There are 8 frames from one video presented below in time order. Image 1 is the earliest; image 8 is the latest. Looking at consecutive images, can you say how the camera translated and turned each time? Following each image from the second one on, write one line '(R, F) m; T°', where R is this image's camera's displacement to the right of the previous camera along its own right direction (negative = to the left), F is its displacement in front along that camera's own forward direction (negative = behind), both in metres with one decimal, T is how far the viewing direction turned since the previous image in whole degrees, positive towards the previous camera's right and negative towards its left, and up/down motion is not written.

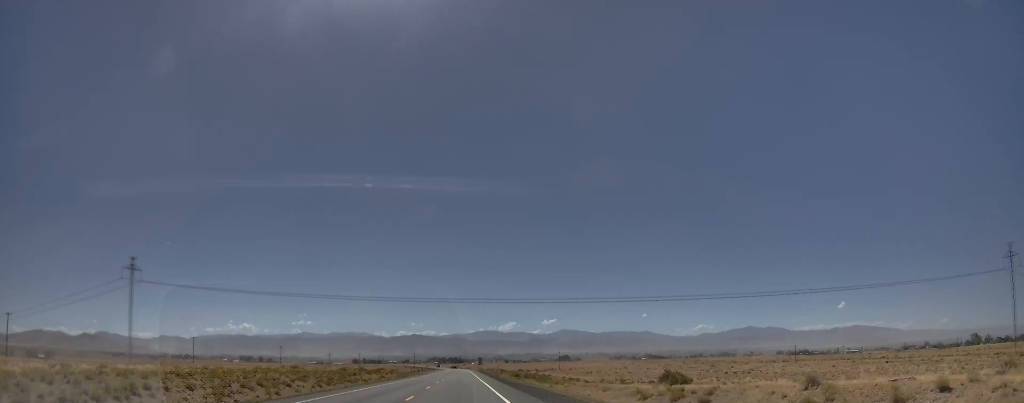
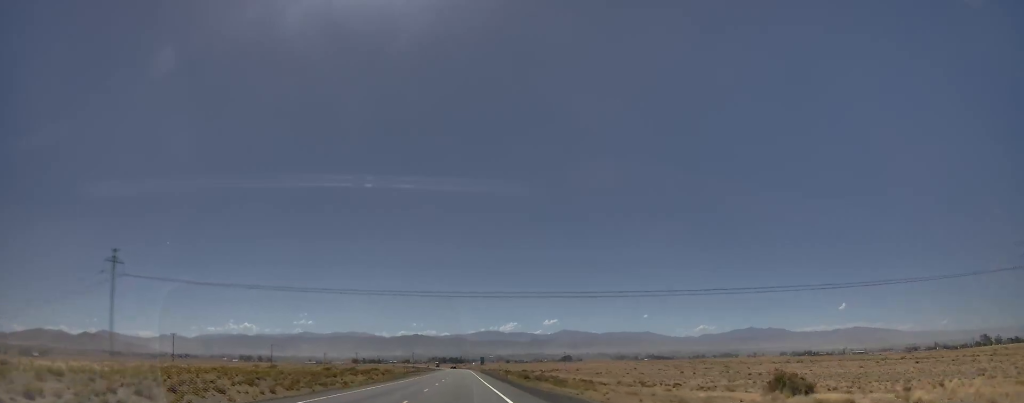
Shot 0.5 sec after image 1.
(+0.1, +13.0) m; 0°
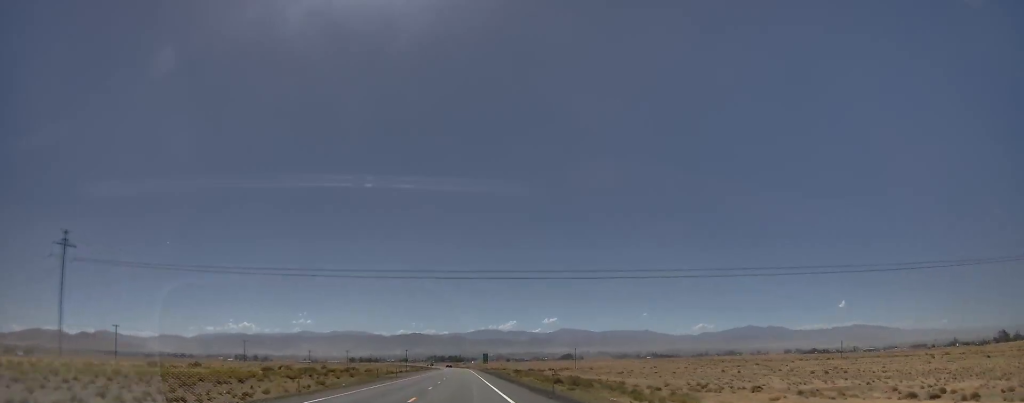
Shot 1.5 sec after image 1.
(-0.2, +28.3) m; -1°
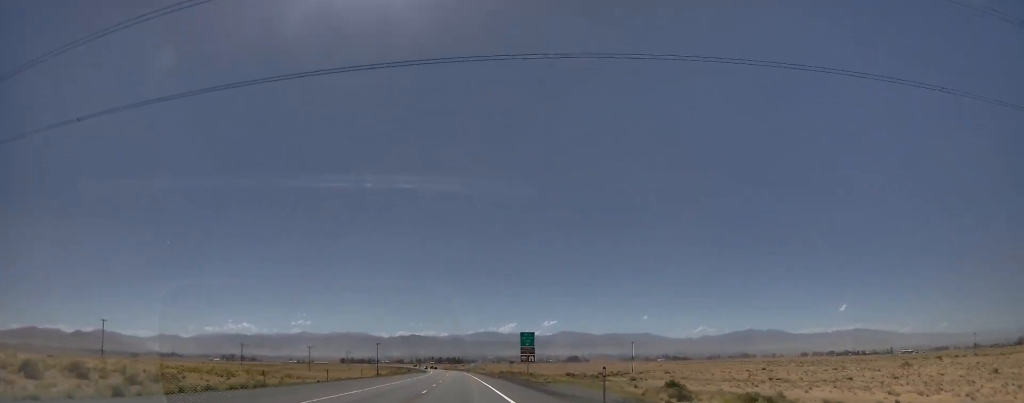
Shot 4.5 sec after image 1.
(-0.2, +100.1) m; +1°
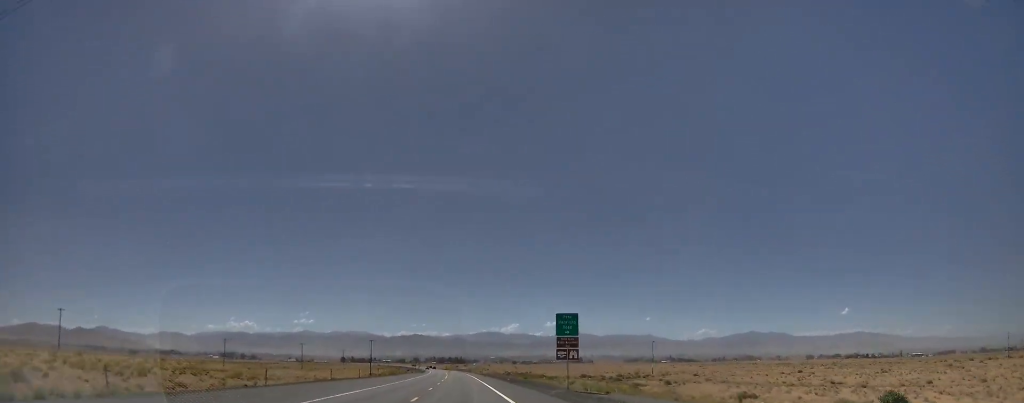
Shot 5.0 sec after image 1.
(+0.3, +21.4) m; 0°
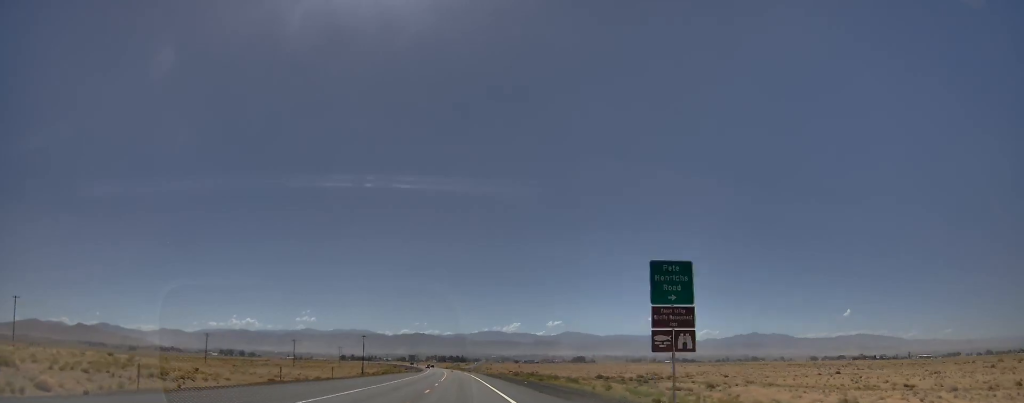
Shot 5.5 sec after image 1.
(0.0, +19.8) m; 0°
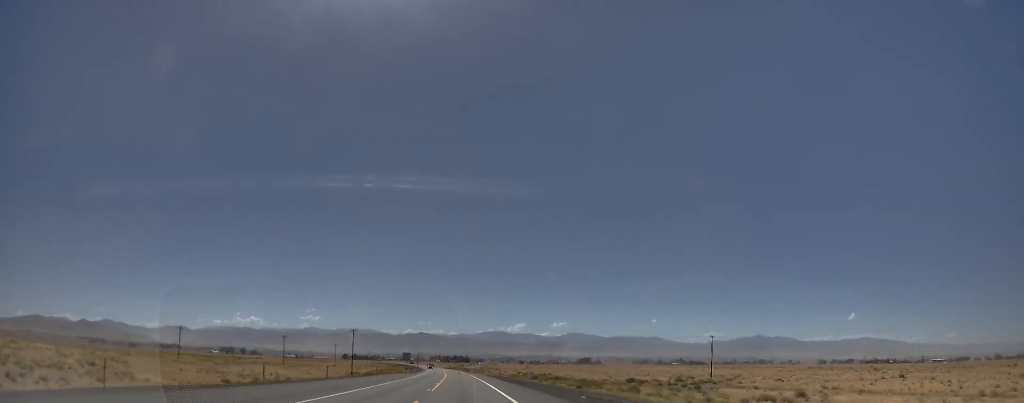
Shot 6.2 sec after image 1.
(-0.4, +27.6) m; 0°
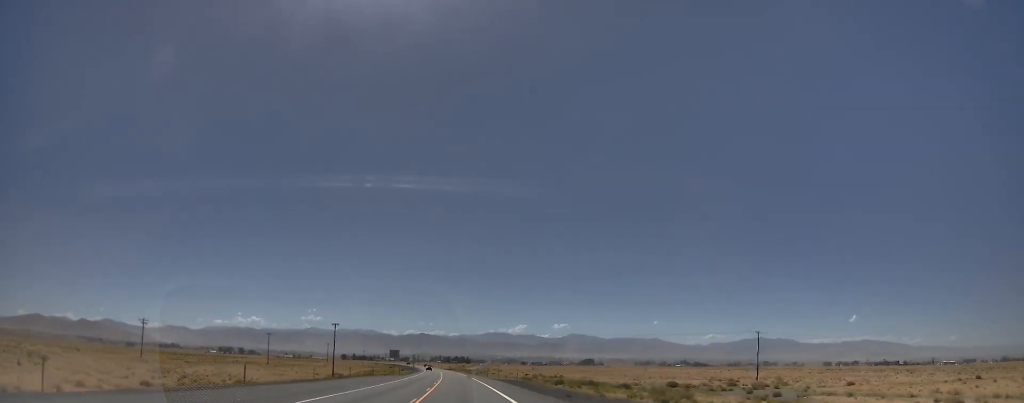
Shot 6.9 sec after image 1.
(+0.3, +25.9) m; +1°
